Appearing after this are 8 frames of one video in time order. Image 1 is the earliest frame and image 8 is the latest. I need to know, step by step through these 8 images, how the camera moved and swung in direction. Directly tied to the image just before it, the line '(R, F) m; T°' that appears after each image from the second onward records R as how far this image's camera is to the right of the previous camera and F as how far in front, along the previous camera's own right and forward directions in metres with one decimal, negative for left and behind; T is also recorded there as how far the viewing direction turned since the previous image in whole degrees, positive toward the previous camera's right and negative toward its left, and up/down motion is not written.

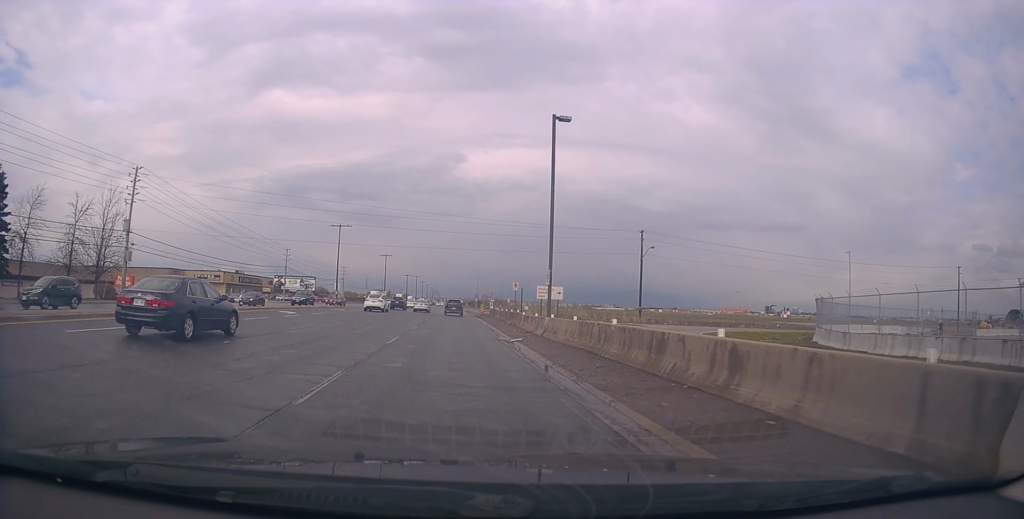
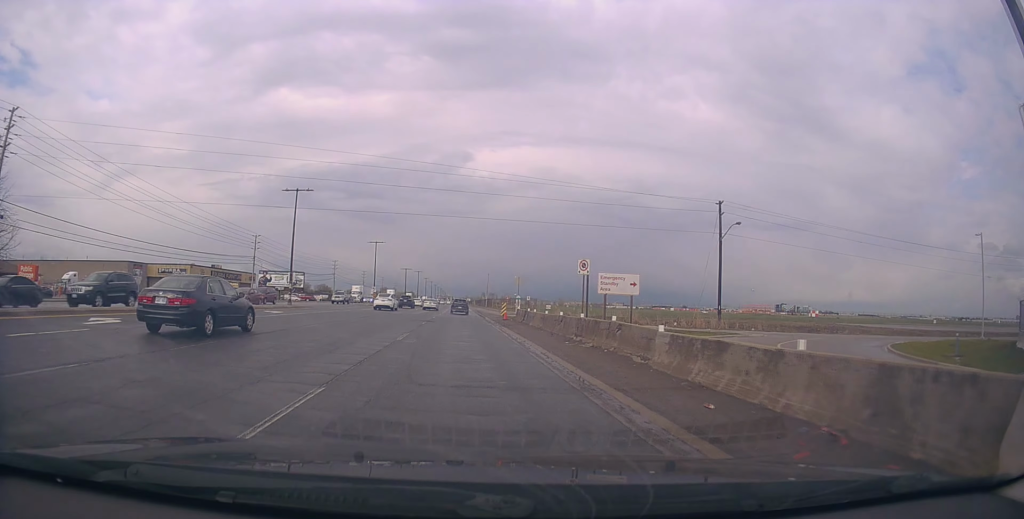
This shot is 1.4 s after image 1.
(-0.4, +20.7) m; -1°
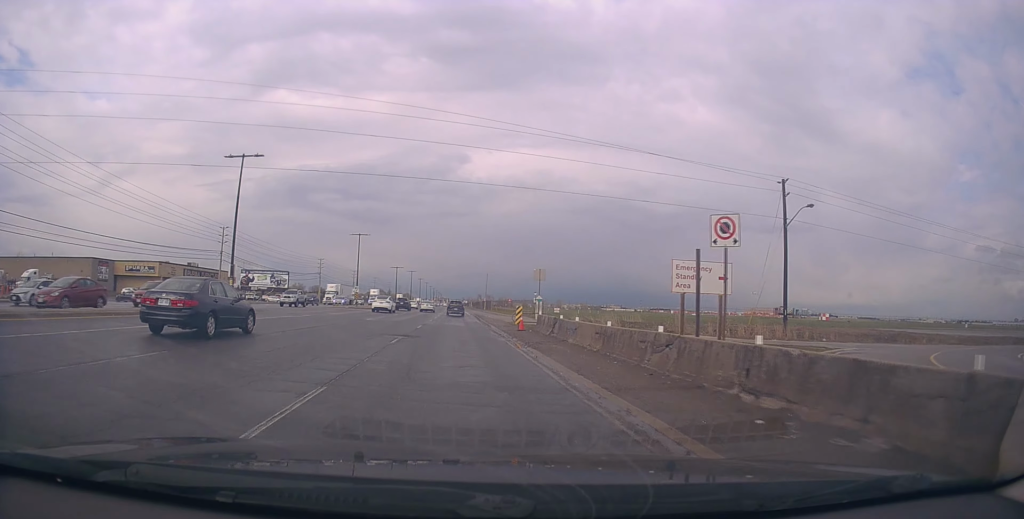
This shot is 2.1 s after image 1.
(+0.2, +11.7) m; +2°
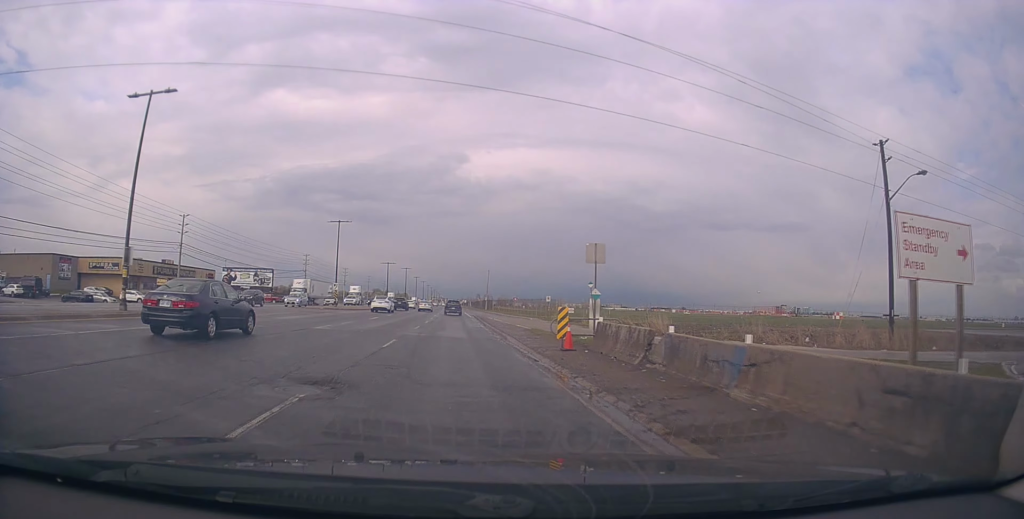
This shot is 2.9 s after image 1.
(+0.2, +11.5) m; 0°
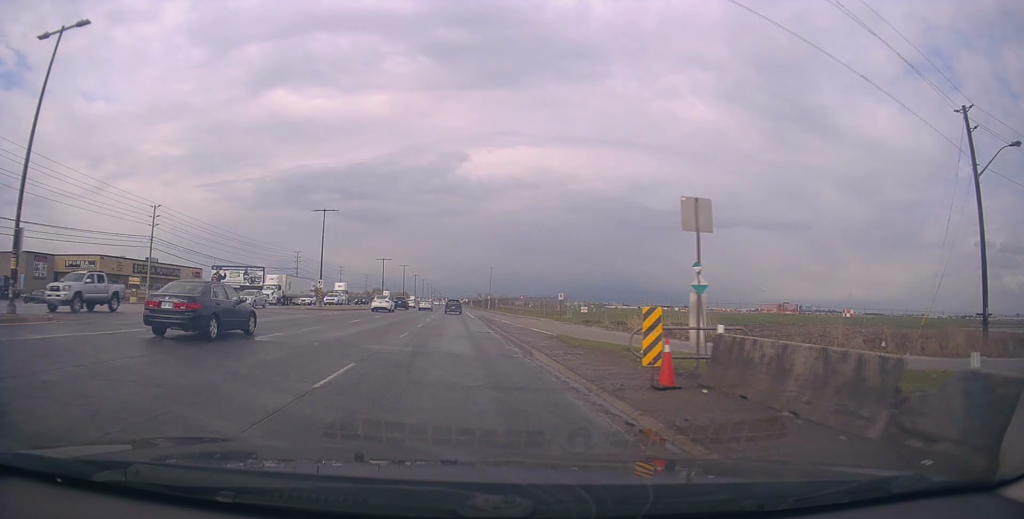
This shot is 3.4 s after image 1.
(+0.2, +7.5) m; -1°
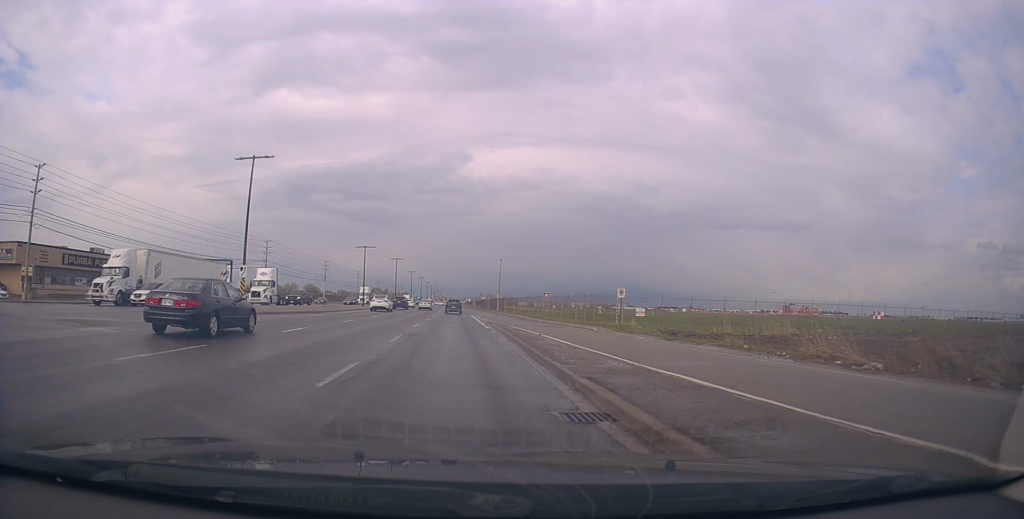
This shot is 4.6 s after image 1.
(-0.5, +20.2) m; 0°
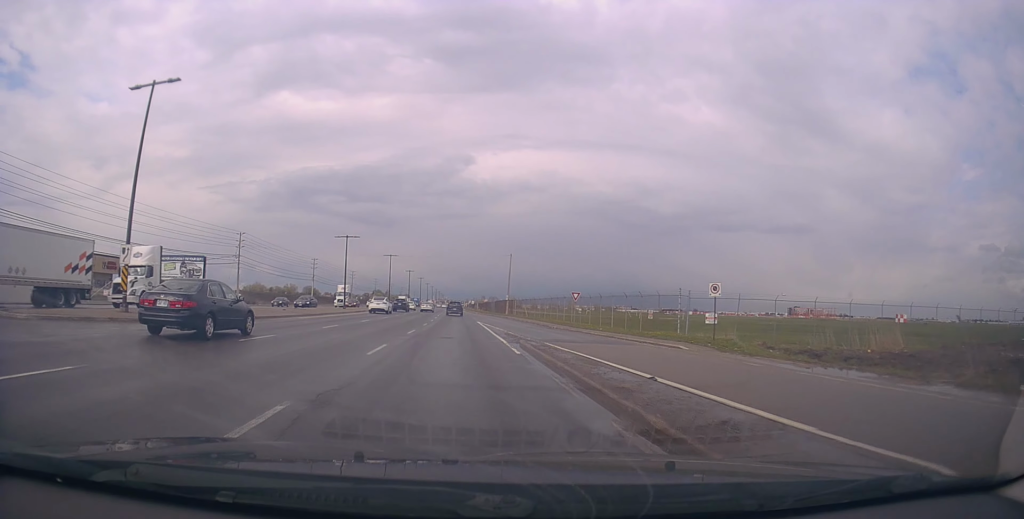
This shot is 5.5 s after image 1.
(+0.4, +13.6) m; +1°
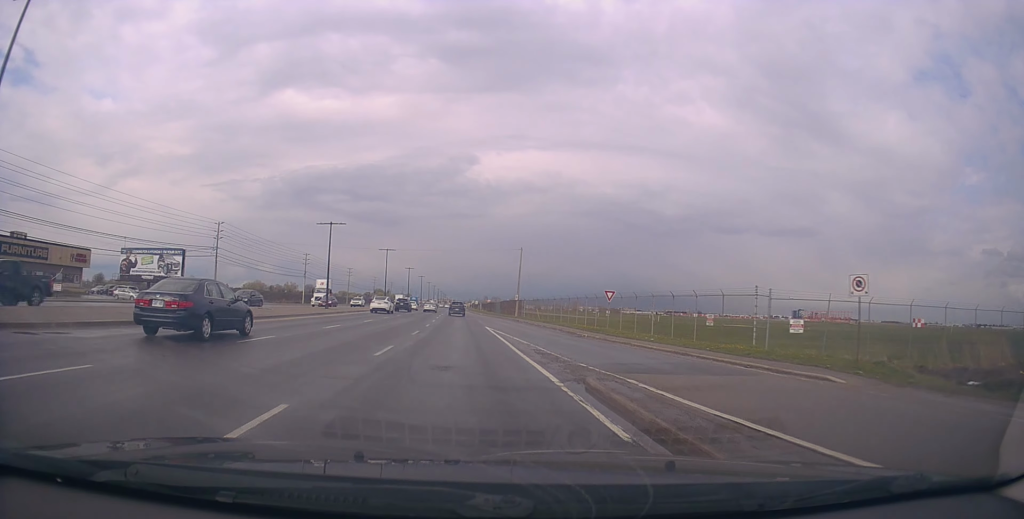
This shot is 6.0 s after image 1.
(-0.2, +9.0) m; -1°
